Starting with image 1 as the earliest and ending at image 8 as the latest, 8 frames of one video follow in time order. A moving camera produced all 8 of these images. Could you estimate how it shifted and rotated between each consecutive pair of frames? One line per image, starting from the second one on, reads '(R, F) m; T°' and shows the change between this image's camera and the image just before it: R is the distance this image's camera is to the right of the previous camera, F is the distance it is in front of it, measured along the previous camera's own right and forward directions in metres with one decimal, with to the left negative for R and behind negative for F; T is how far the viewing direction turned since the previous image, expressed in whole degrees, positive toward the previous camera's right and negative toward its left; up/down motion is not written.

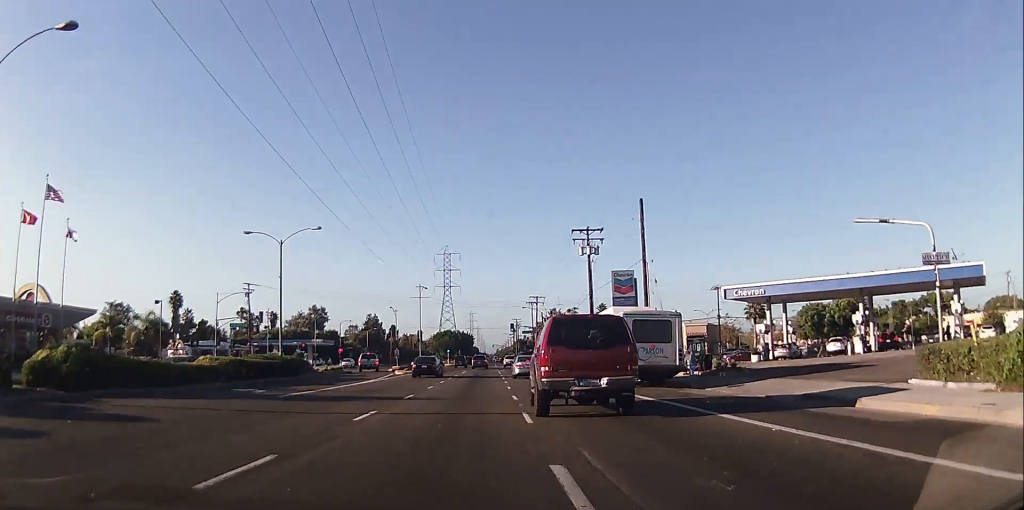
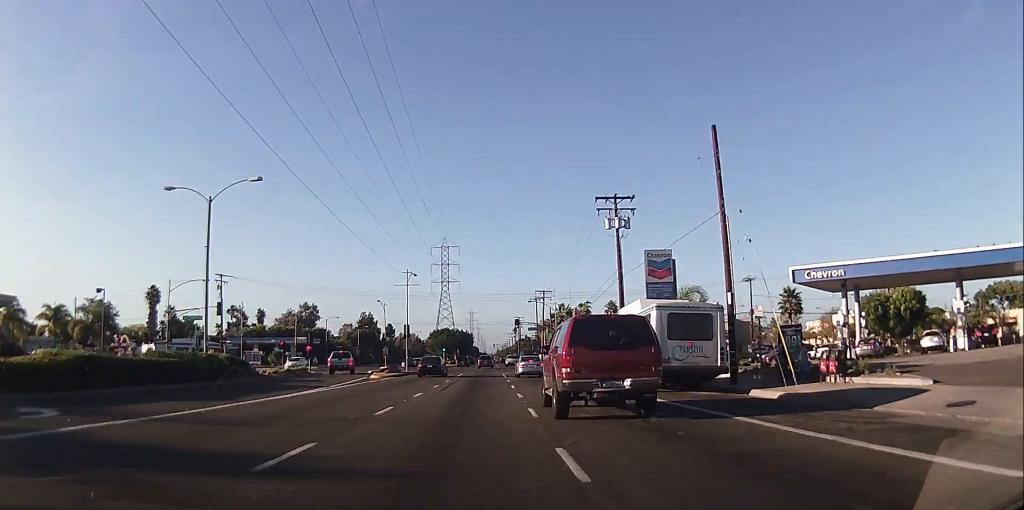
(-0.2, +13.4) m; 0°
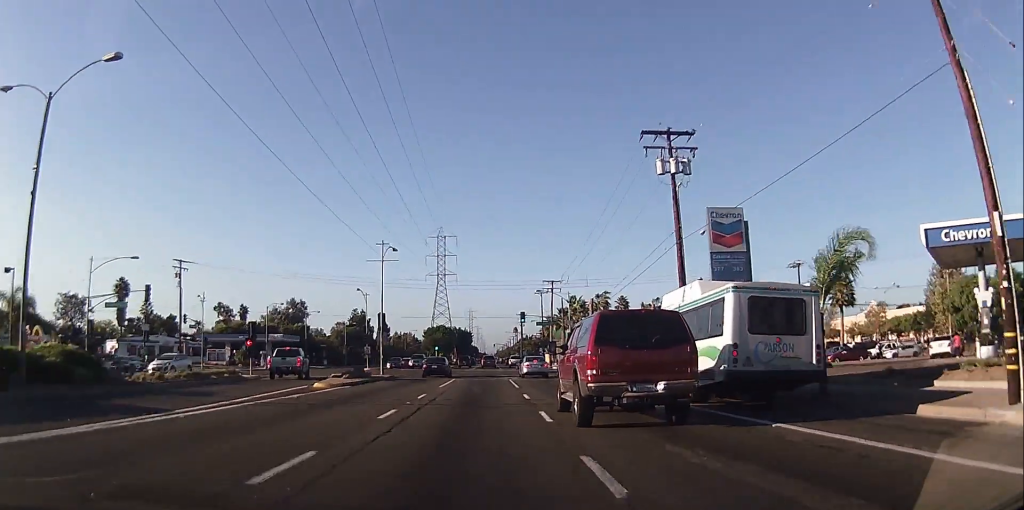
(+0.1, +15.3) m; +1°
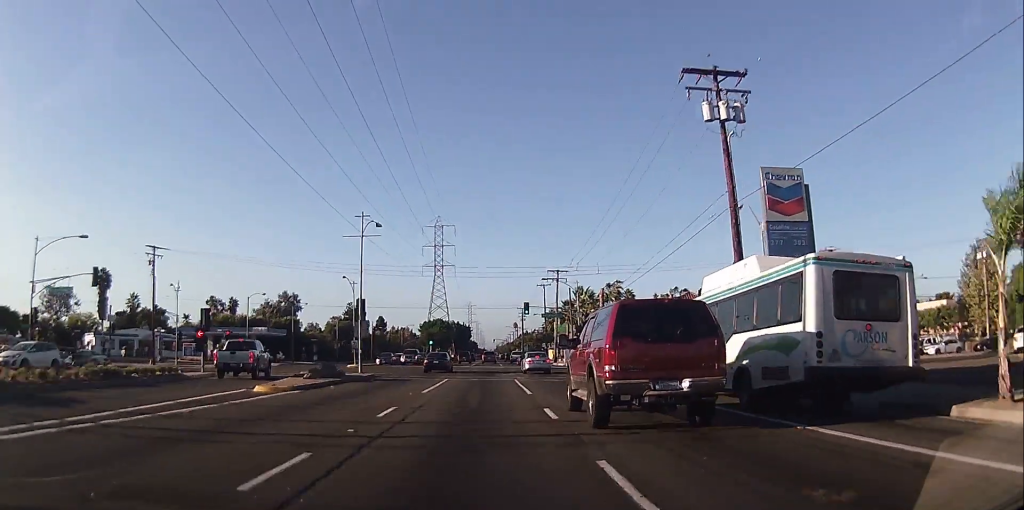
(+0.1, +7.9) m; +1°
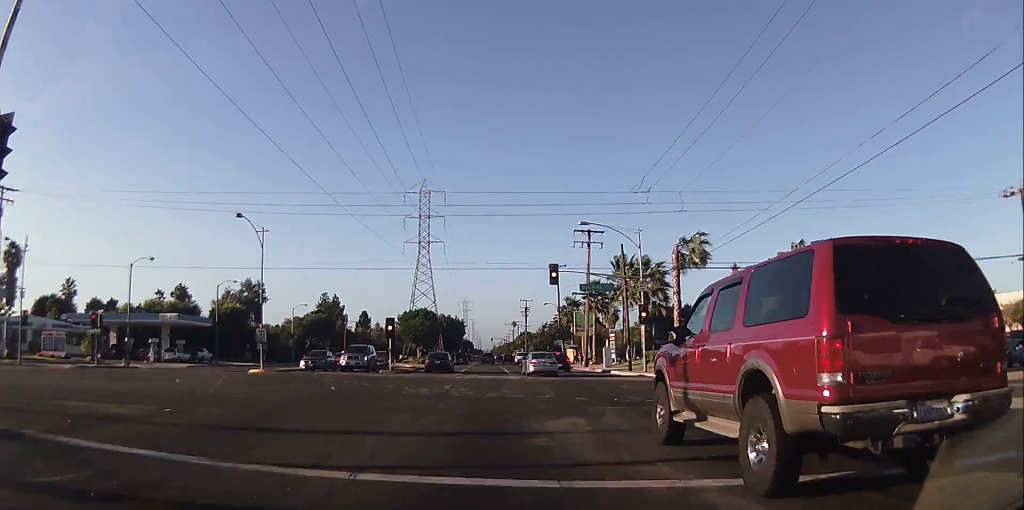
(+0.3, +31.4) m; 0°
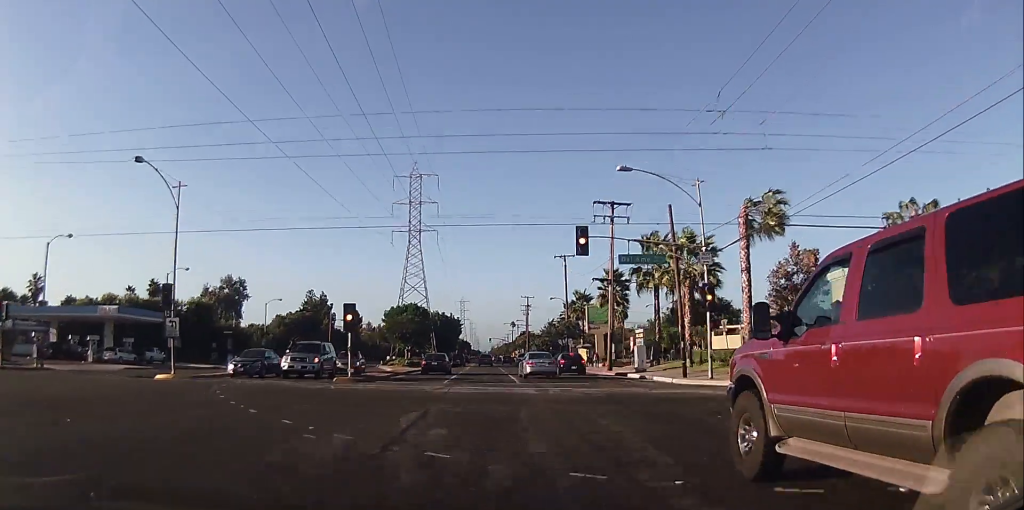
(0.0, +13.3) m; -1°
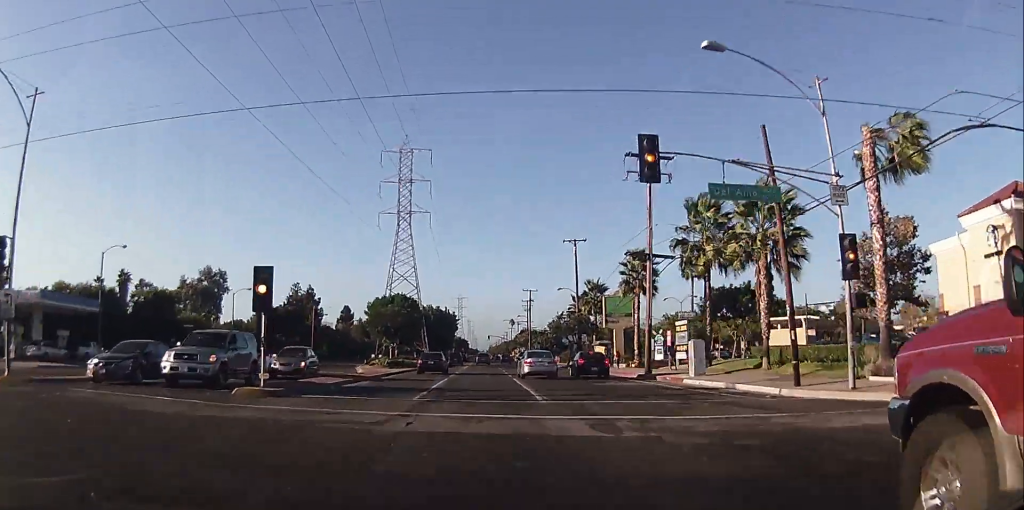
(-0.2, +12.8) m; -1°
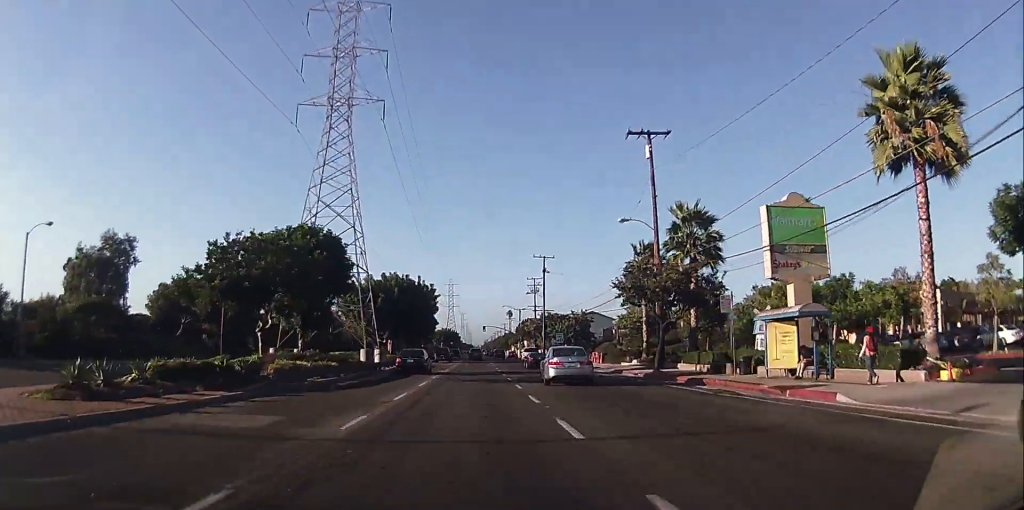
(+1.6, +42.2) m; +3°
